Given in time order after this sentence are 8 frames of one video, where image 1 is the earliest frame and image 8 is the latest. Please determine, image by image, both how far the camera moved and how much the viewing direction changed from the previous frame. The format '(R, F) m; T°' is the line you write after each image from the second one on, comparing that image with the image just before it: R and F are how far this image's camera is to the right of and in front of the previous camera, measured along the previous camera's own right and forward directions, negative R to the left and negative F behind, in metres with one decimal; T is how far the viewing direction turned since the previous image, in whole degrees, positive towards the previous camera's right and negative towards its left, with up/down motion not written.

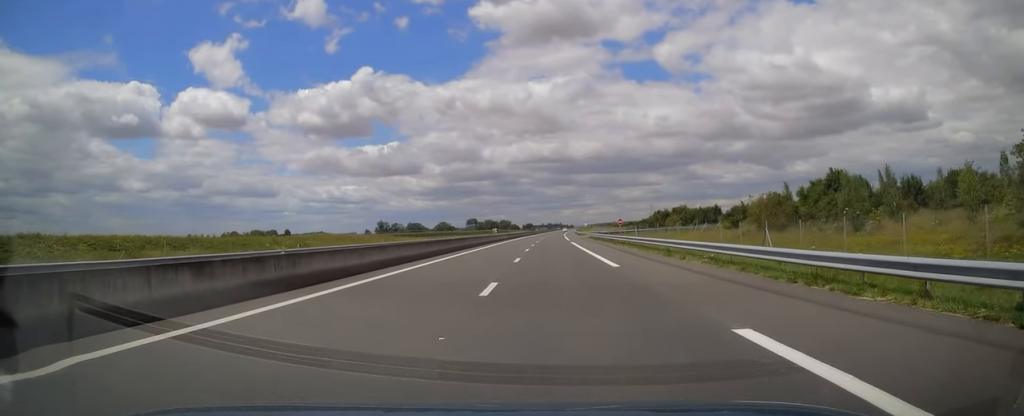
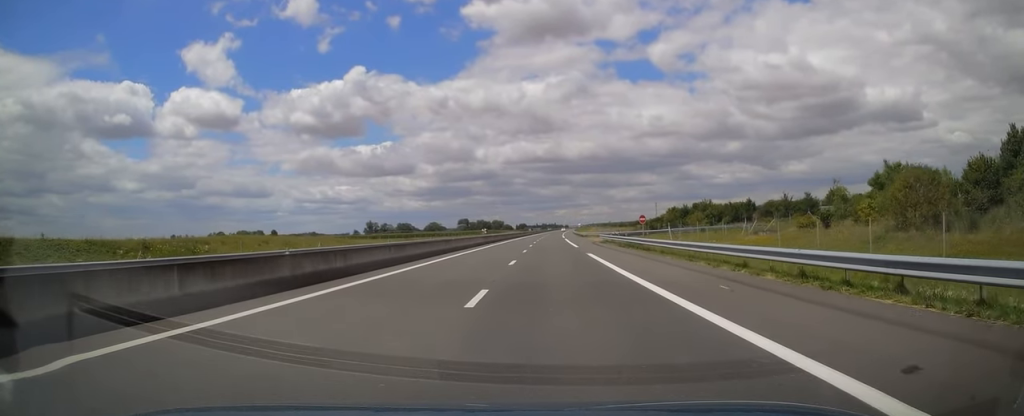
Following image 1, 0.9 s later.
(-0.1, +27.2) m; 0°
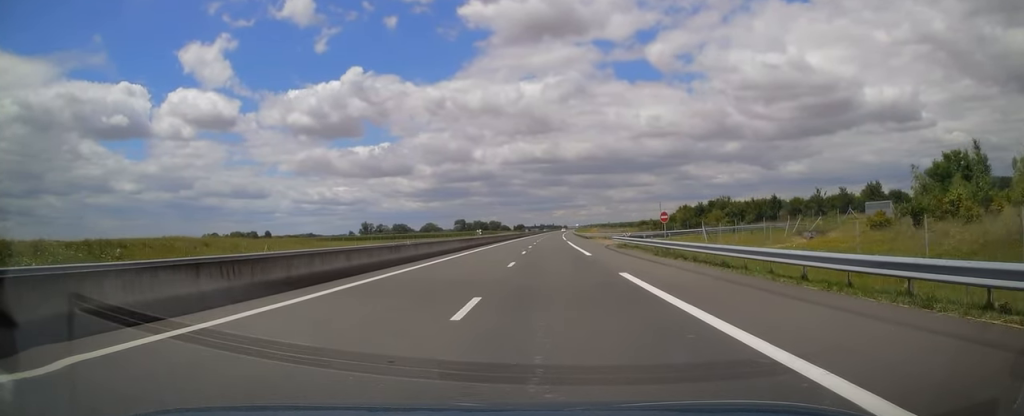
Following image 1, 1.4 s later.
(+0.1, +14.1) m; +1°
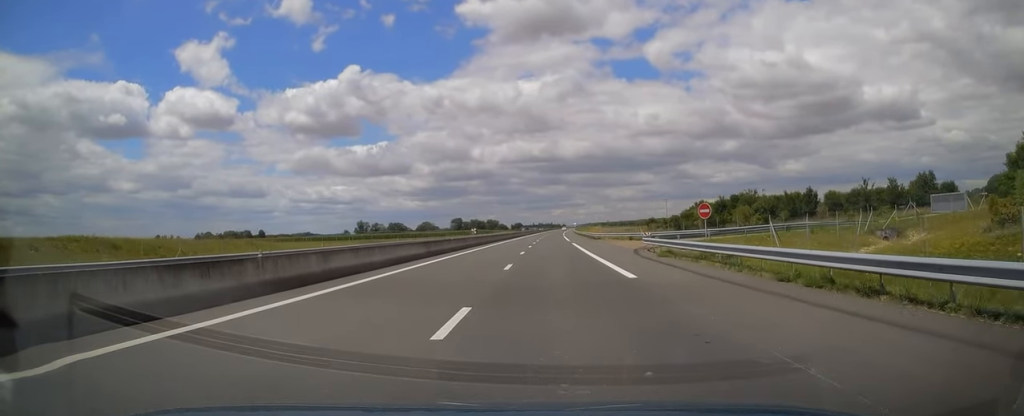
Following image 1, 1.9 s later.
(+0.1, +15.1) m; 0°
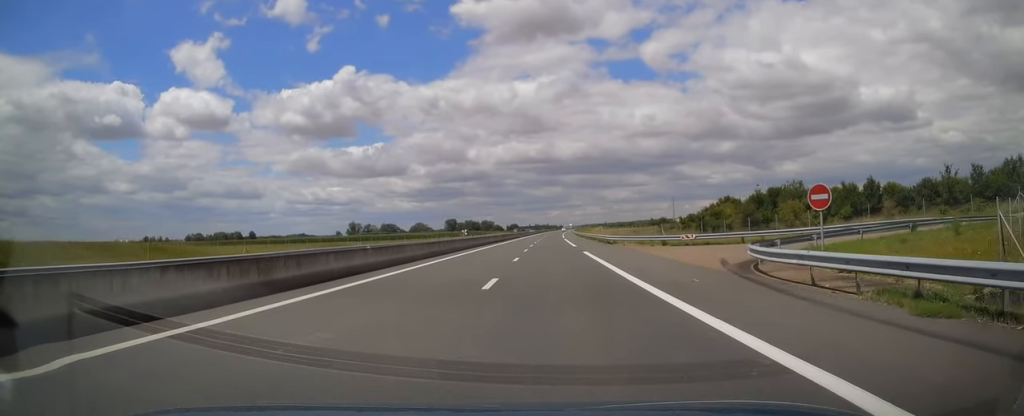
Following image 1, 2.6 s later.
(+0.1, +19.0) m; 0°
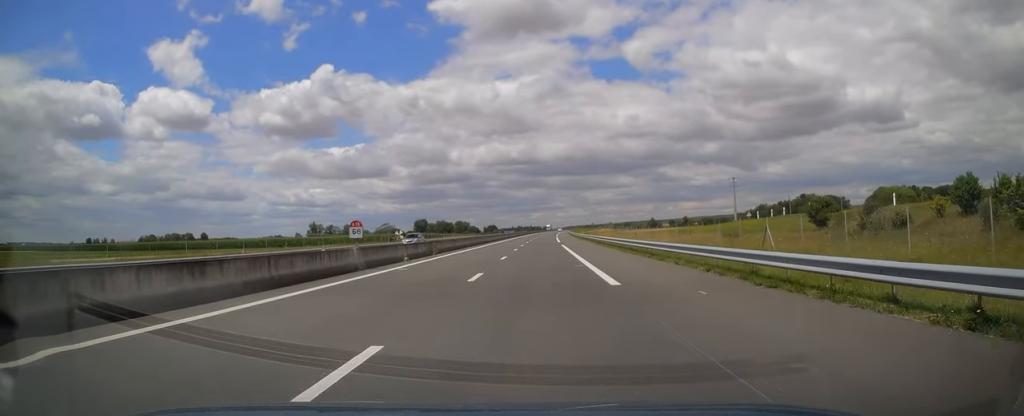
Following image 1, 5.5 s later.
(0.0, +86.3) m; 0°
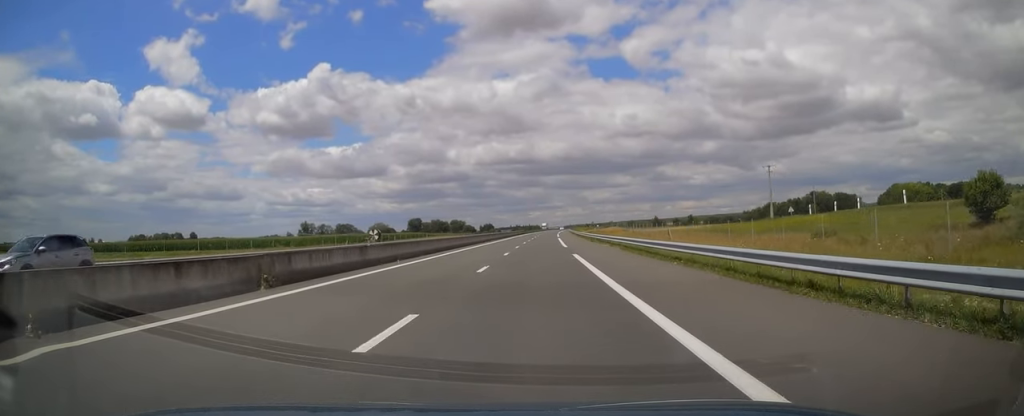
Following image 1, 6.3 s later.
(0.0, +22.4) m; +1°
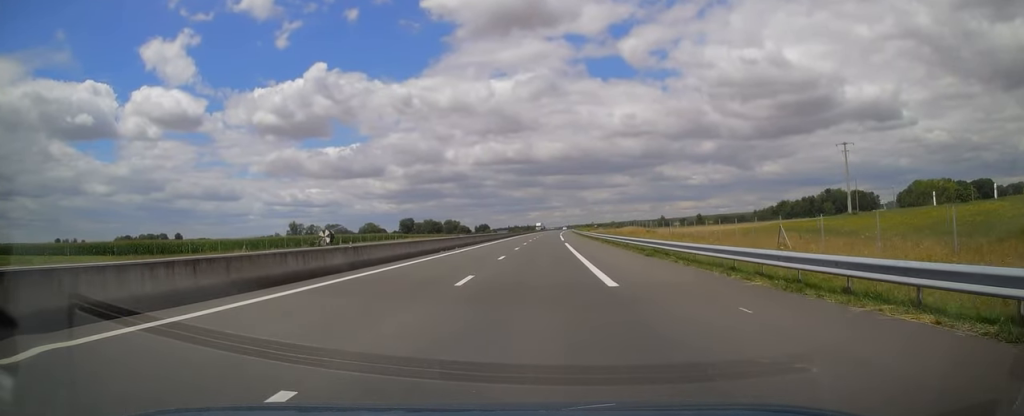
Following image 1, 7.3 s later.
(+0.5, +30.2) m; +1°
